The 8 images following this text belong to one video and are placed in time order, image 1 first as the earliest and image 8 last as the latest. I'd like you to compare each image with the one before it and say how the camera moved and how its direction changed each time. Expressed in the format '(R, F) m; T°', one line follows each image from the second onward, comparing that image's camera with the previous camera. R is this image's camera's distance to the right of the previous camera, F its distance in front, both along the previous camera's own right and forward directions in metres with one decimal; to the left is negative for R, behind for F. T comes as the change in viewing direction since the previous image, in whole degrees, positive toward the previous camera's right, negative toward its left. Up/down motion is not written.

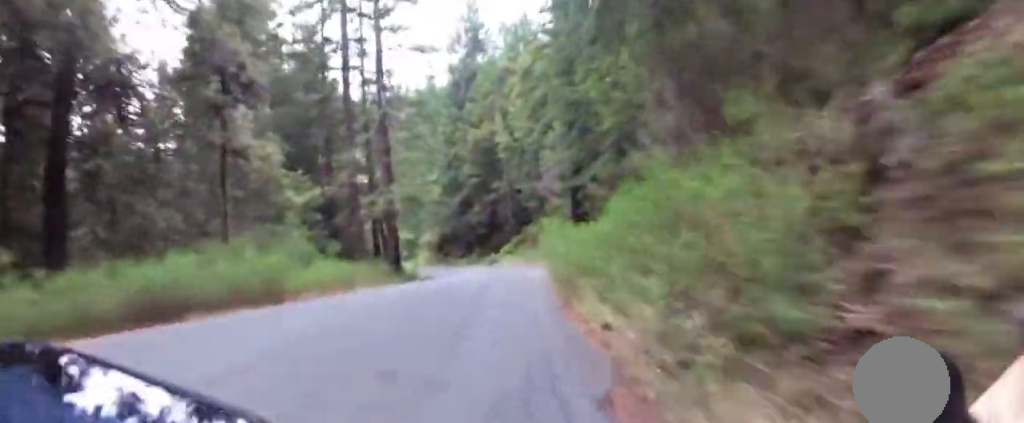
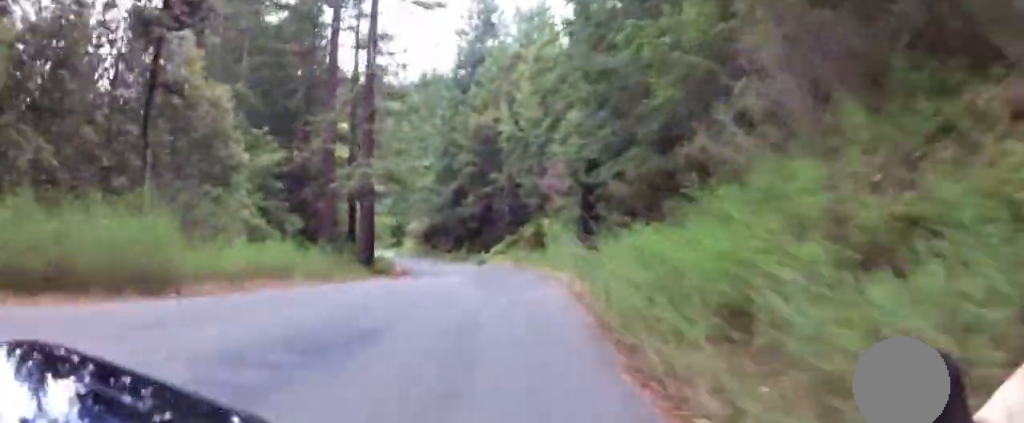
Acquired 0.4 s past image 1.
(+0.1, +5.6) m; -1°
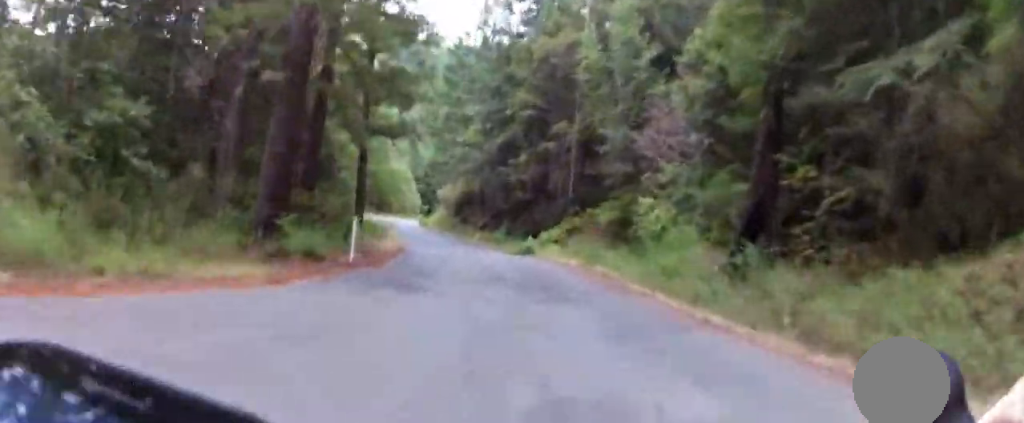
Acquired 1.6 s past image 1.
(-0.4, +16.3) m; -4°
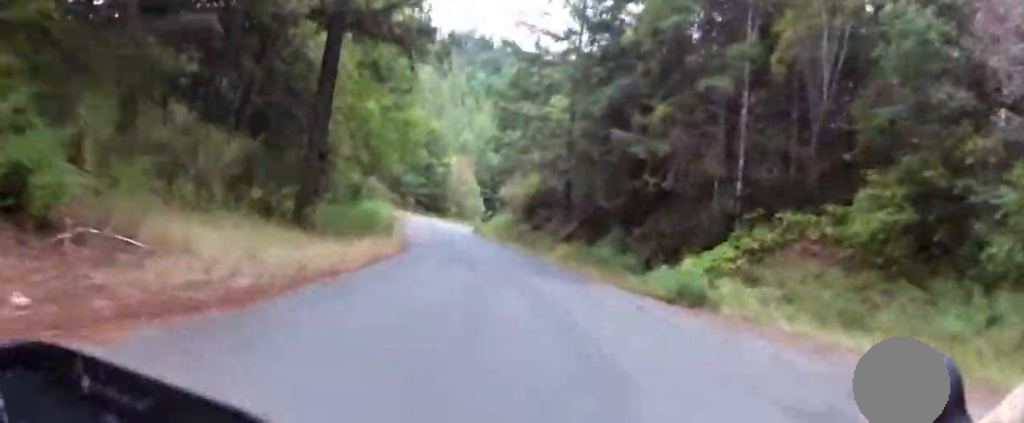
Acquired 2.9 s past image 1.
(-0.8, +19.2) m; -2°
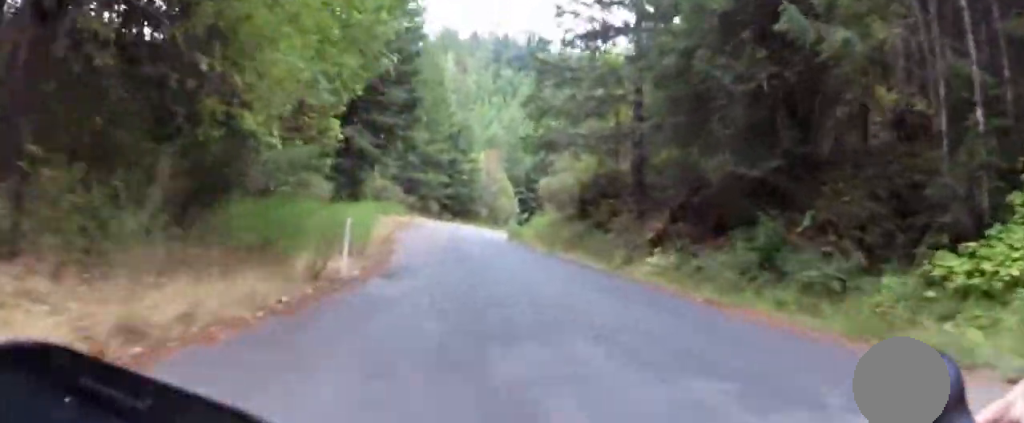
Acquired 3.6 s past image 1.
(0.0, +11.8) m; 0°
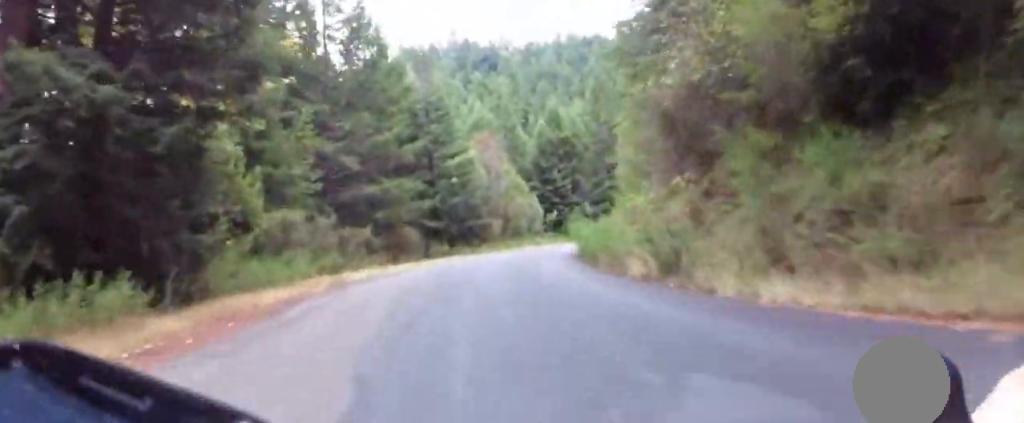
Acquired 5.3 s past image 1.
(0.0, +26.8) m; +1°
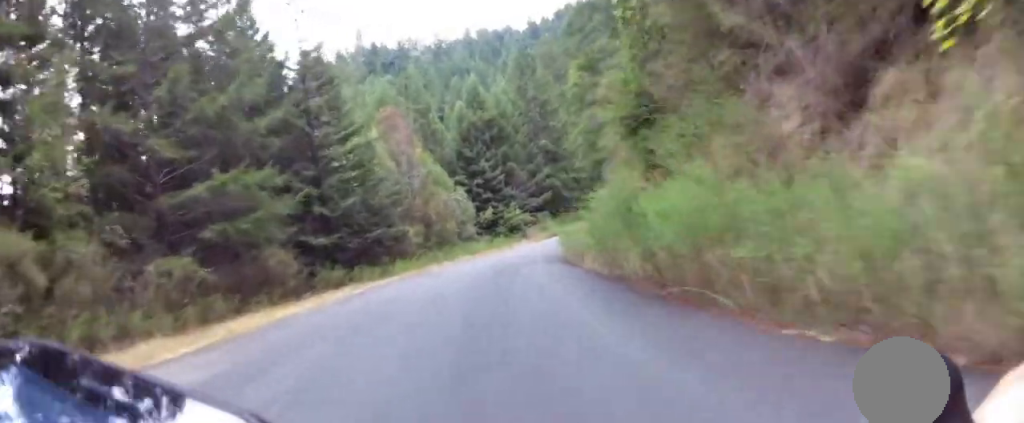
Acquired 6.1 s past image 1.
(+0.2, +15.1) m; -4°
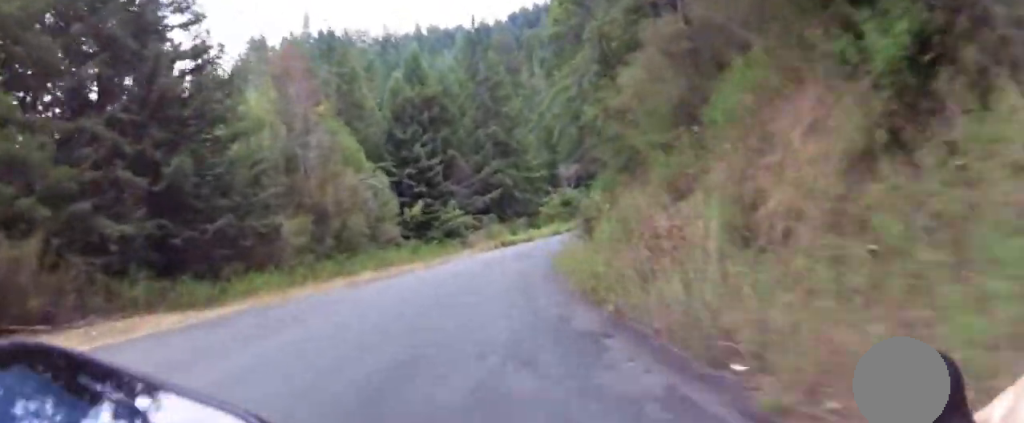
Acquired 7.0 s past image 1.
(-0.8, +14.9) m; +8°
